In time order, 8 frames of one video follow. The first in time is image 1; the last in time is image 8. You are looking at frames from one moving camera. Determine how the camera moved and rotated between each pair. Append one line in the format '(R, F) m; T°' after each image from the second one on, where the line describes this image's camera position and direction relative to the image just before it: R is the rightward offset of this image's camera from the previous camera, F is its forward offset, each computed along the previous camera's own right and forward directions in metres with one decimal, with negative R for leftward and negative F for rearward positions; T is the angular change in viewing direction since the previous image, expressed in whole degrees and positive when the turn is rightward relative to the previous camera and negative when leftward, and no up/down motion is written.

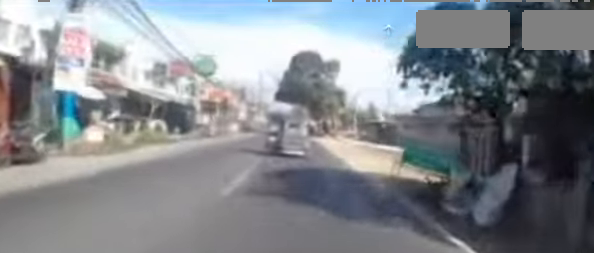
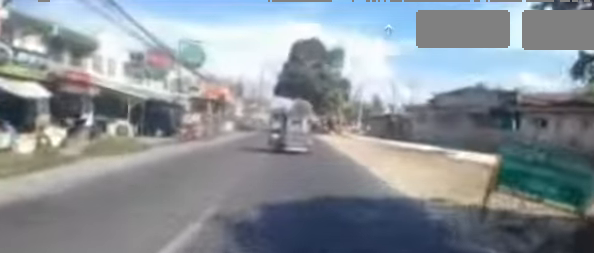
(-0.1, +3.6) m; -1°
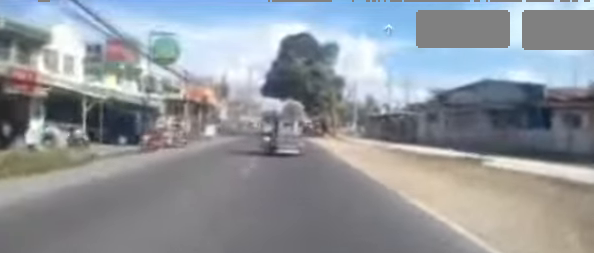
(-0.1, +3.6) m; -1°
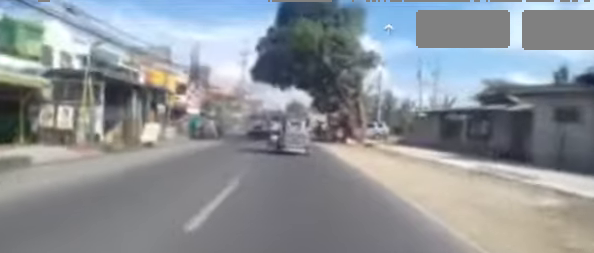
(-0.1, +12.4) m; +4°
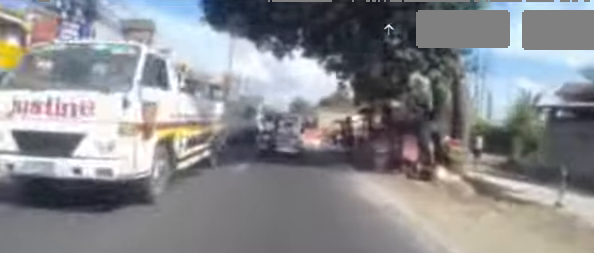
(+0.2, +13.8) m; 0°
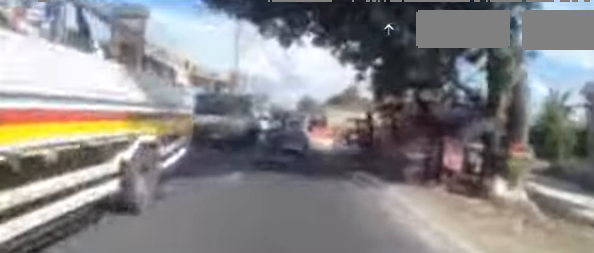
(+0.2, +2.3) m; -1°
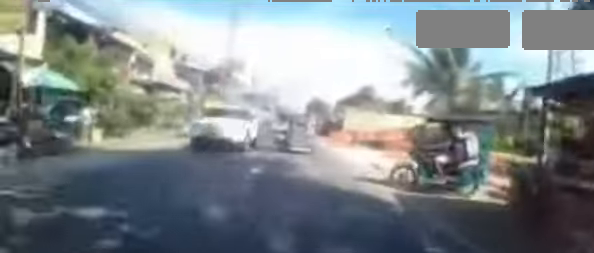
(-0.5, +8.3) m; -5°
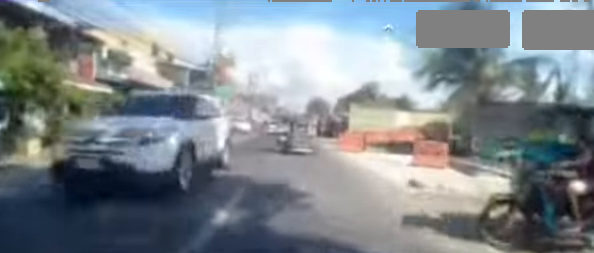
(+0.1, +3.4) m; 0°
